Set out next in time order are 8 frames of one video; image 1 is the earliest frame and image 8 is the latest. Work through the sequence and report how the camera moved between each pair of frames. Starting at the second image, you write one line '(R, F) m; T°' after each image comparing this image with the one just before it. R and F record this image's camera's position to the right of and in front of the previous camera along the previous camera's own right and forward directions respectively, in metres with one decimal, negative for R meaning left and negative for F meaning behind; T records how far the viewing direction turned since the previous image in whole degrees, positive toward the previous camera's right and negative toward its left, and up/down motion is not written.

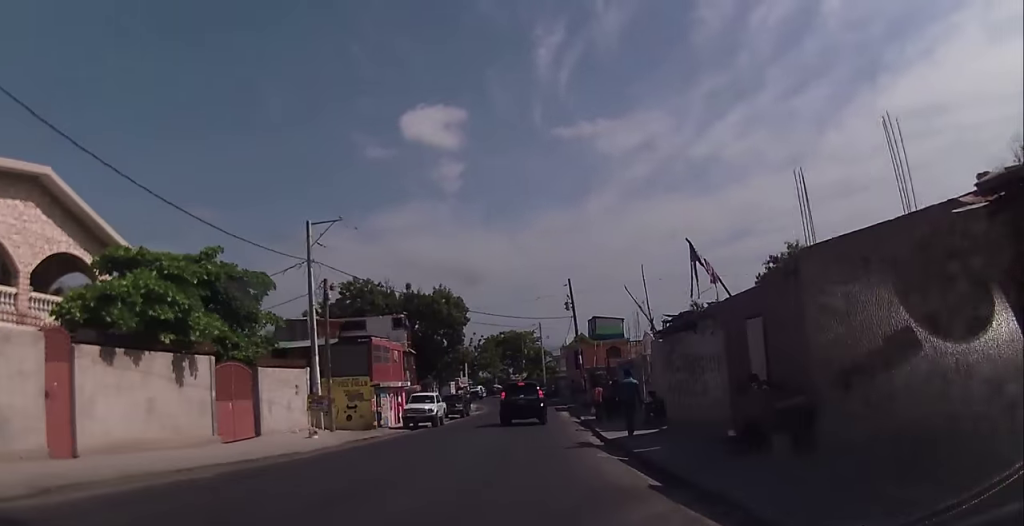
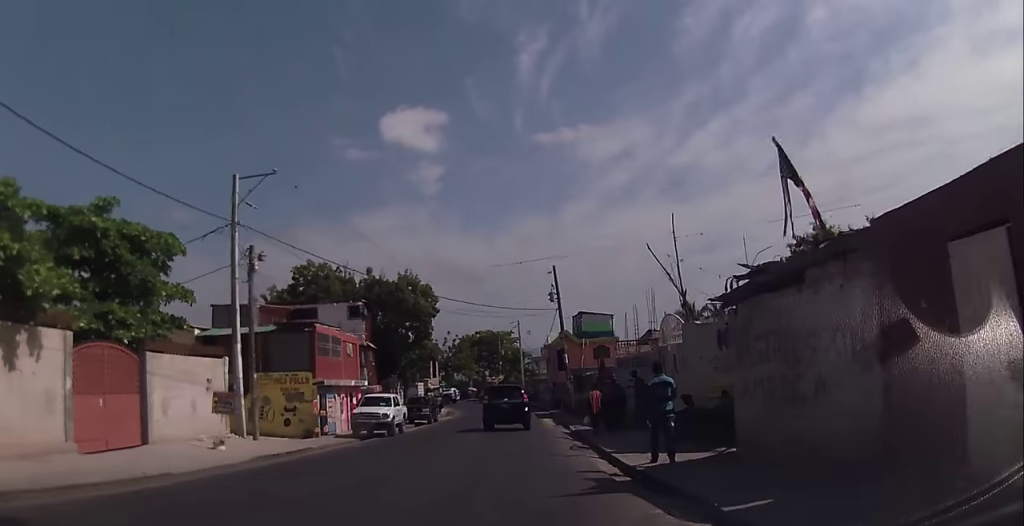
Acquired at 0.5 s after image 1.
(+0.3, +6.8) m; +2°
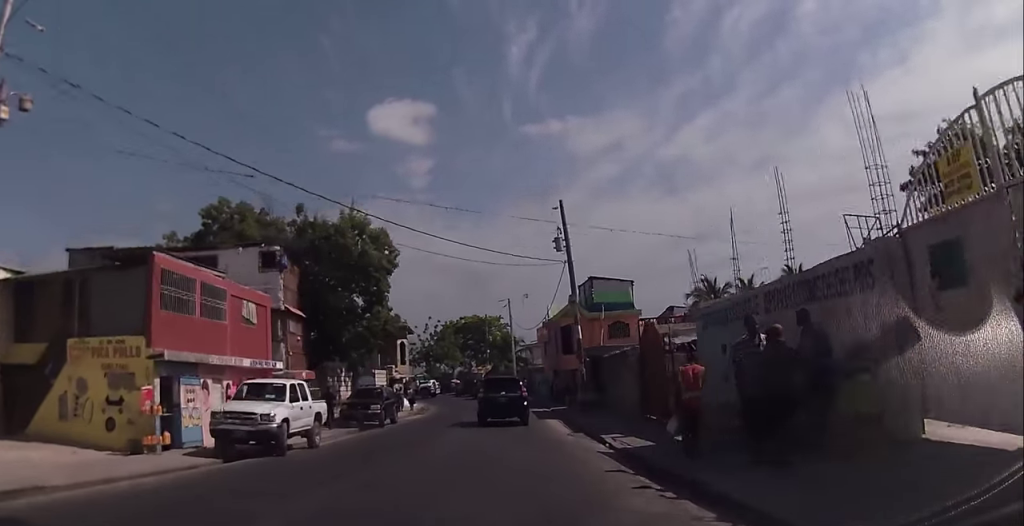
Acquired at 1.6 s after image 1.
(+0.5, +13.3) m; +3°
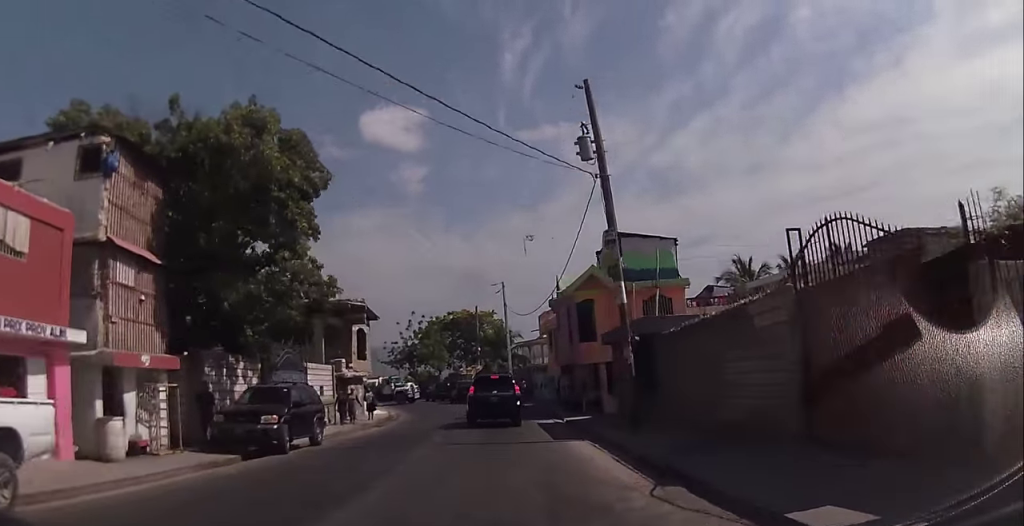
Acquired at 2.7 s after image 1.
(+0.2, +12.4) m; +1°
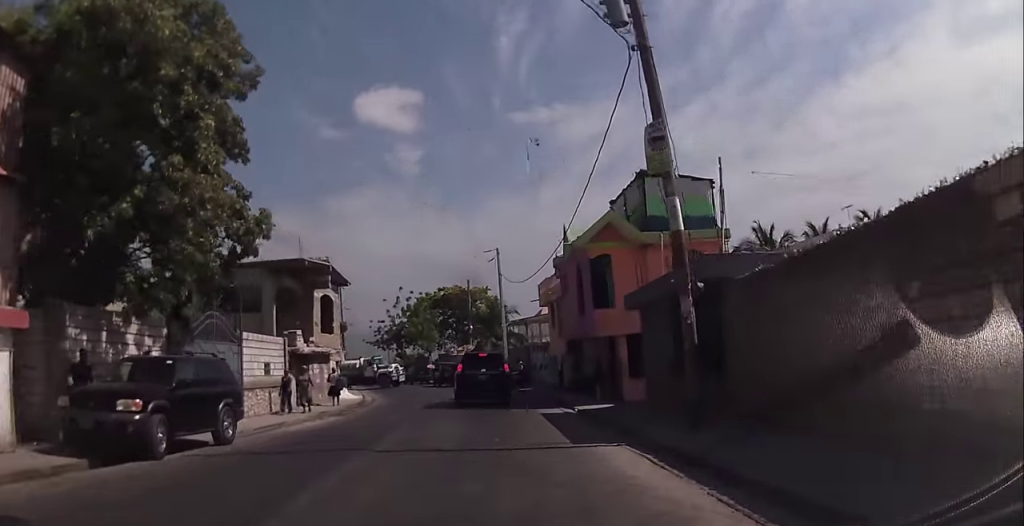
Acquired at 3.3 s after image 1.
(0.0, +7.0) m; 0°
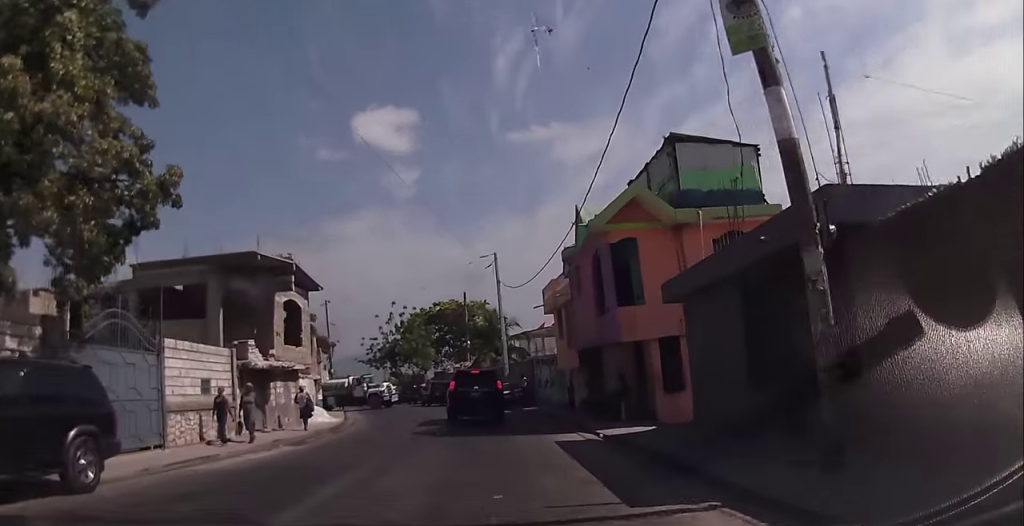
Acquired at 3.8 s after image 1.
(0.0, +6.0) m; 0°
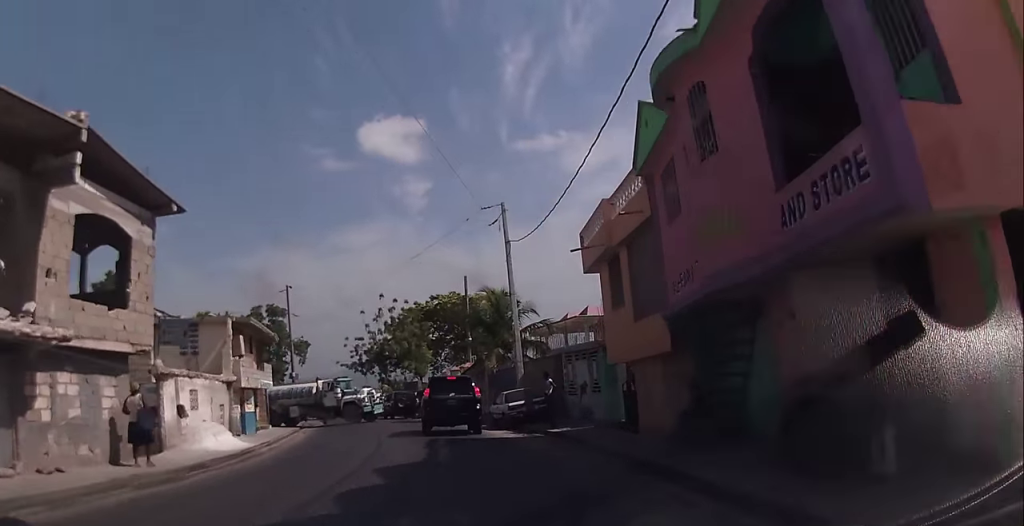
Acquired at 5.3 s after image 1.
(0.0, +14.8) m; 0°
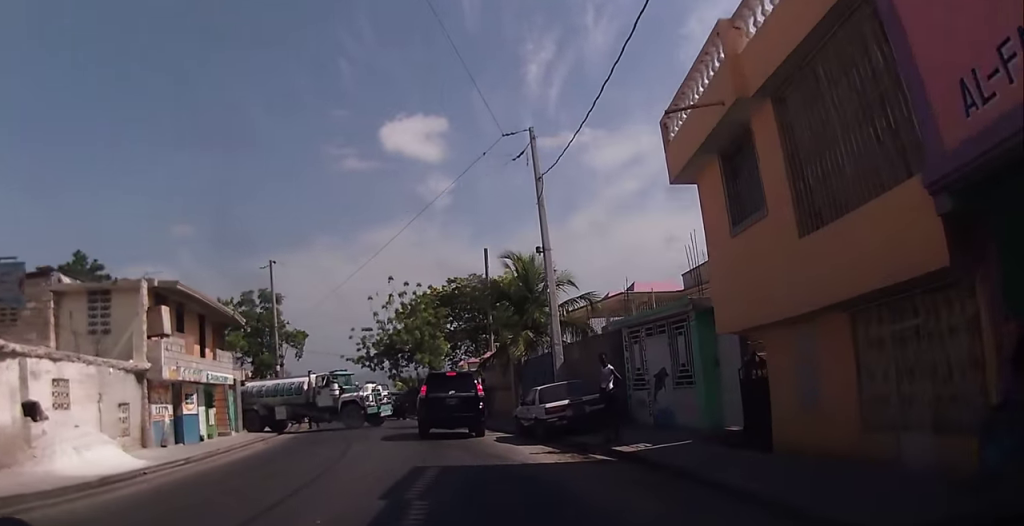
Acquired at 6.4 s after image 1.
(-0.1, +9.0) m; -3°
